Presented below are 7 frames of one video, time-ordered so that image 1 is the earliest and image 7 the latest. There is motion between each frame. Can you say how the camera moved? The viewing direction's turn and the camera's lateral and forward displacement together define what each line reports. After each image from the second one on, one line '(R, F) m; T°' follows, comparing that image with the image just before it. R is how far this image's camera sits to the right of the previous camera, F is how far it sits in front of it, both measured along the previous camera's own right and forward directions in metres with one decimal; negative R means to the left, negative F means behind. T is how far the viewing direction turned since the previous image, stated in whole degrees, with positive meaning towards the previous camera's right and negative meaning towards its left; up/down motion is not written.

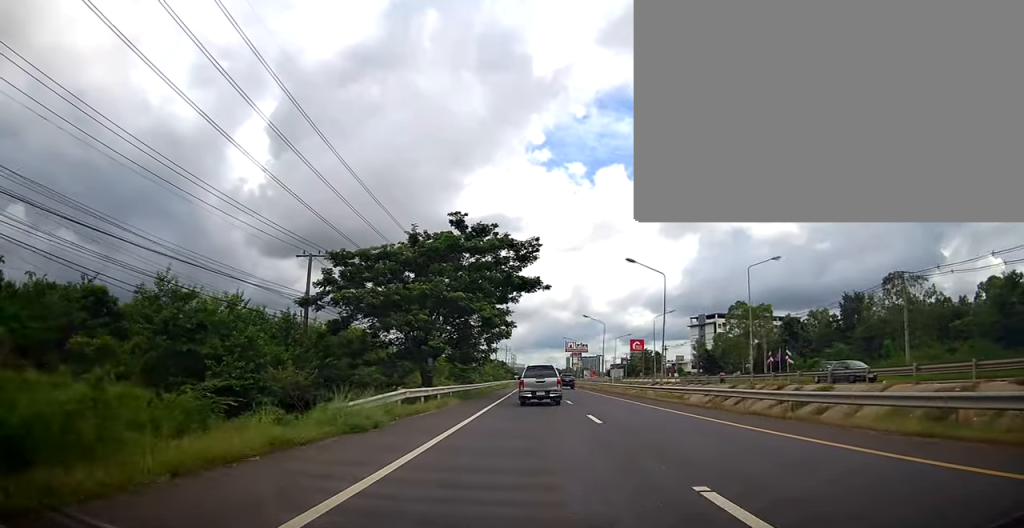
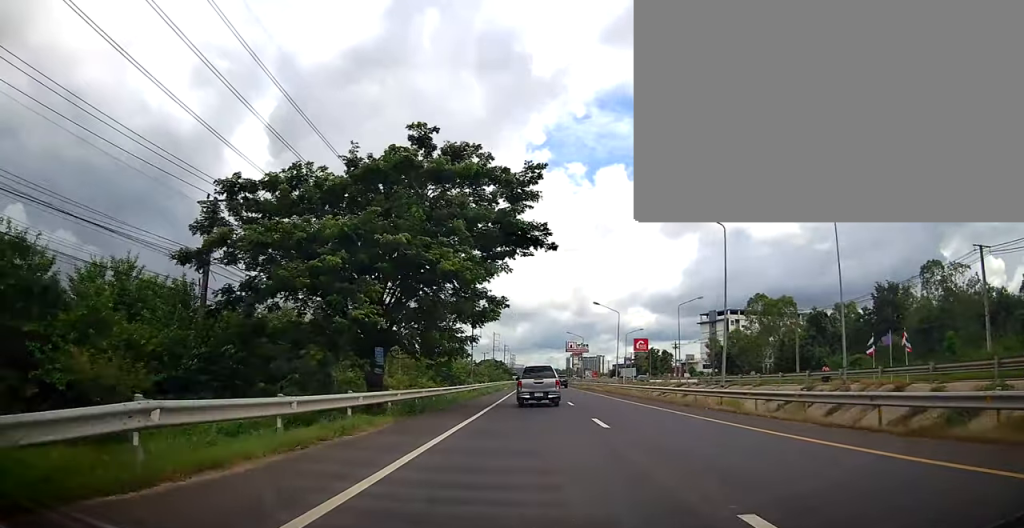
(-0.1, +13.3) m; 0°
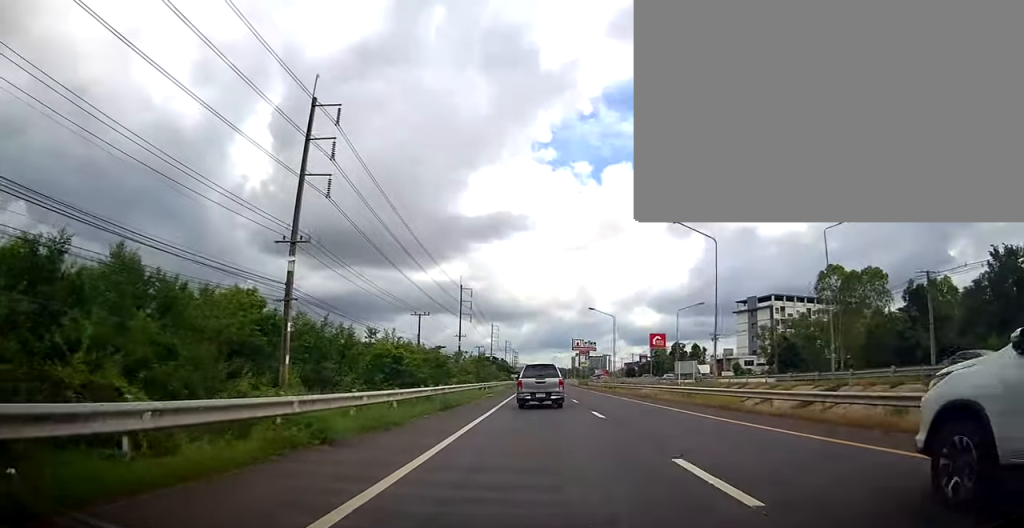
(+1.1, +32.4) m; +3°
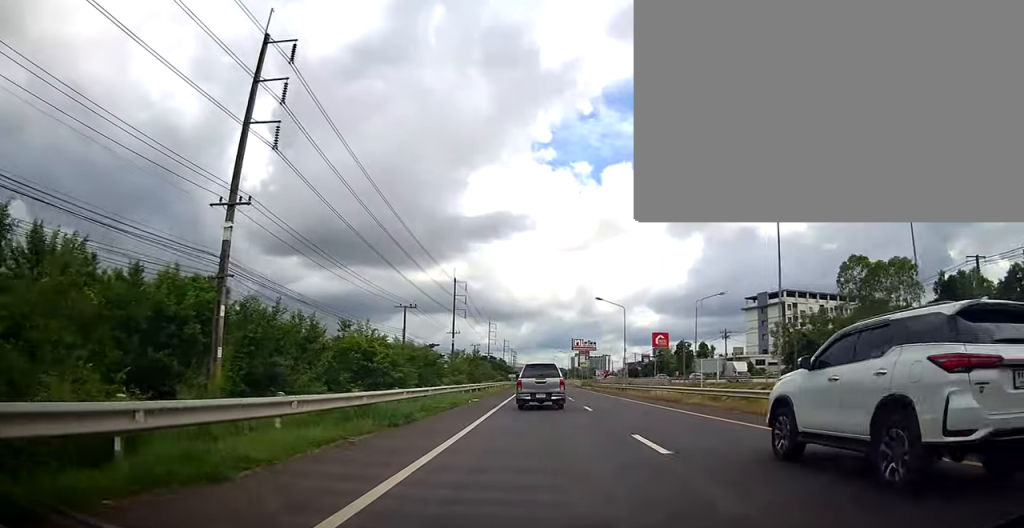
(0.0, +8.1) m; -1°
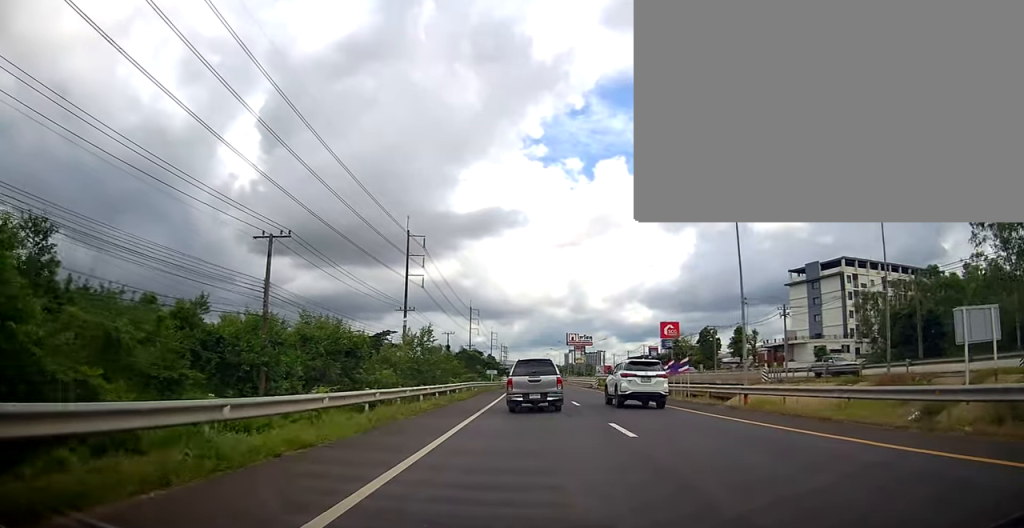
(-1.4, +34.5) m; -1°
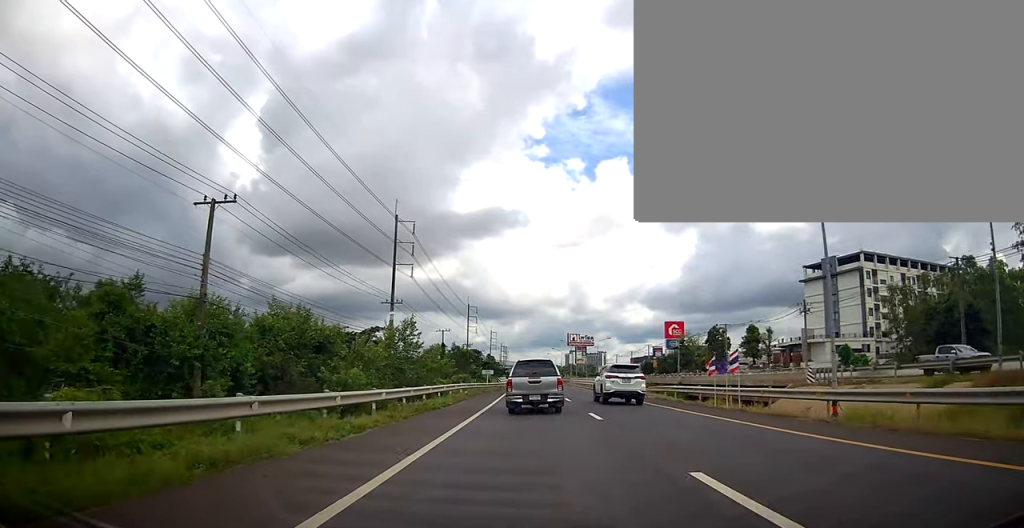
(-0.2, +7.4) m; +2°
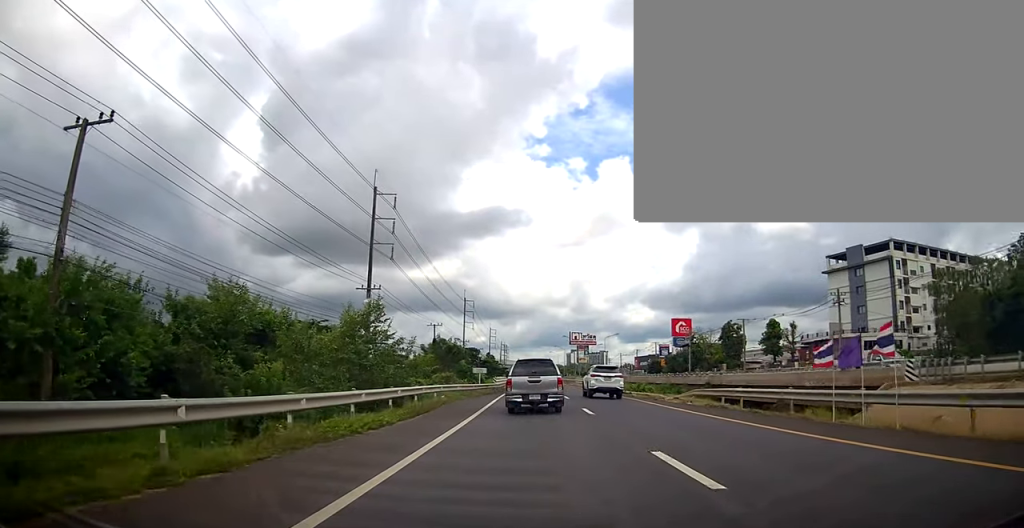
(+0.5, +10.4) m; 0°
